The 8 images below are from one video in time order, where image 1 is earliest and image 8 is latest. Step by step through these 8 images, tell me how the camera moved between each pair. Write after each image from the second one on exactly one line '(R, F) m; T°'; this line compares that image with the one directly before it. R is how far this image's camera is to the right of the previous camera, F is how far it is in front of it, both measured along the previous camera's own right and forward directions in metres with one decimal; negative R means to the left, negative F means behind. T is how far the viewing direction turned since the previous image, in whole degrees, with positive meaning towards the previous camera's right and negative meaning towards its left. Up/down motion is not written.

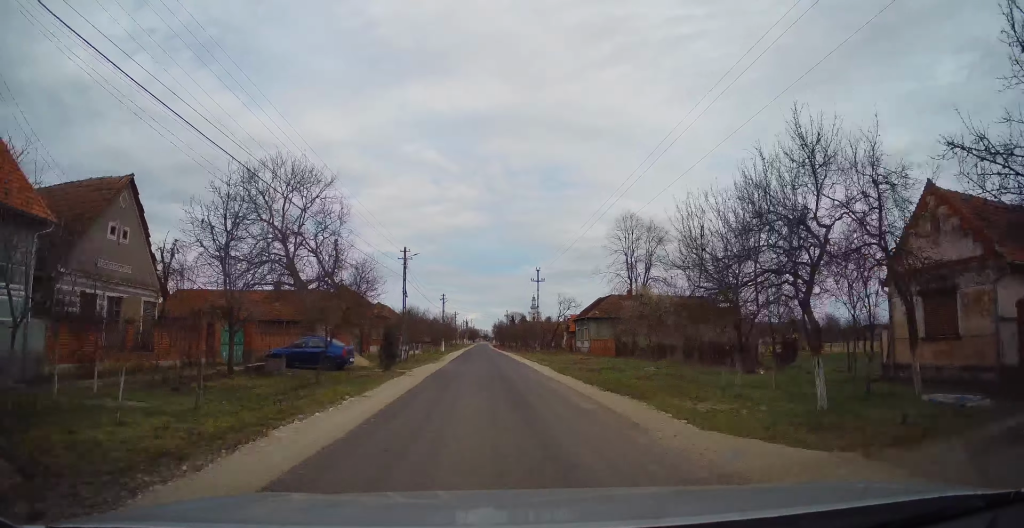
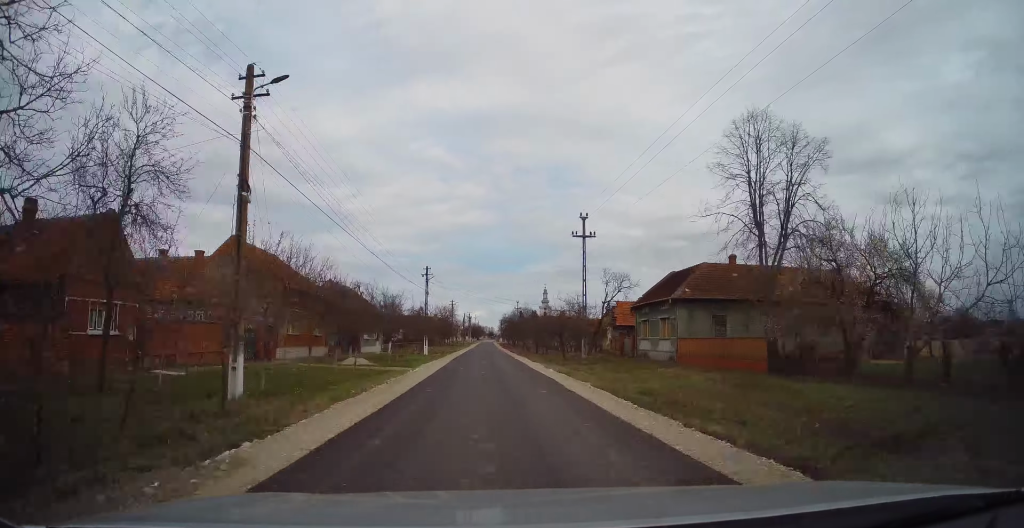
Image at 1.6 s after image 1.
(-0.1, +27.5) m; +1°
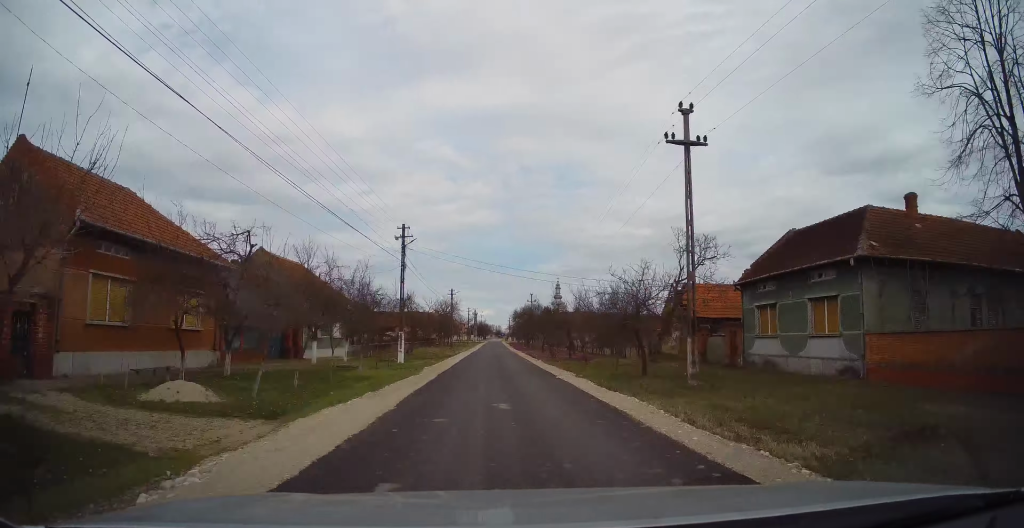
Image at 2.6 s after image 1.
(+0.3, +18.4) m; 0°
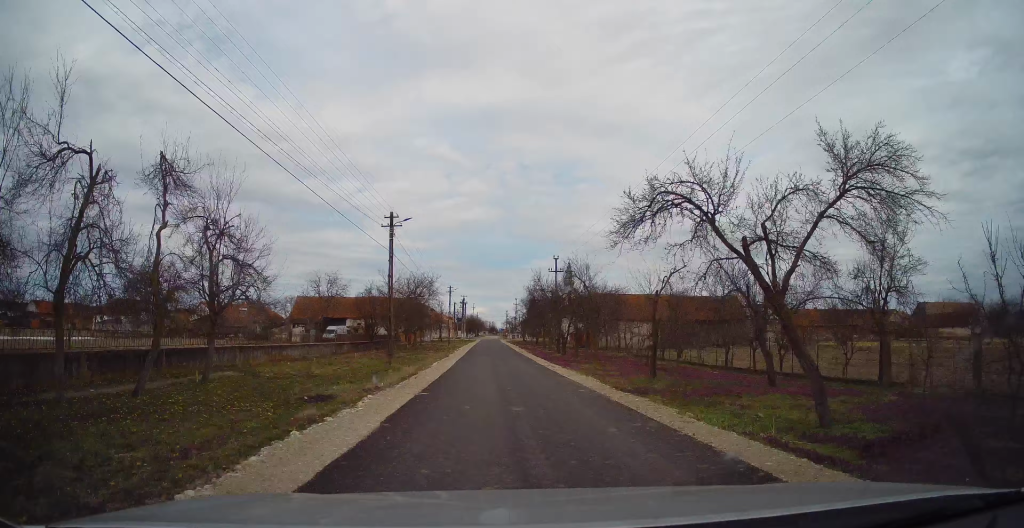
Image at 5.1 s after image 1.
(-0.6, +42.0) m; 0°
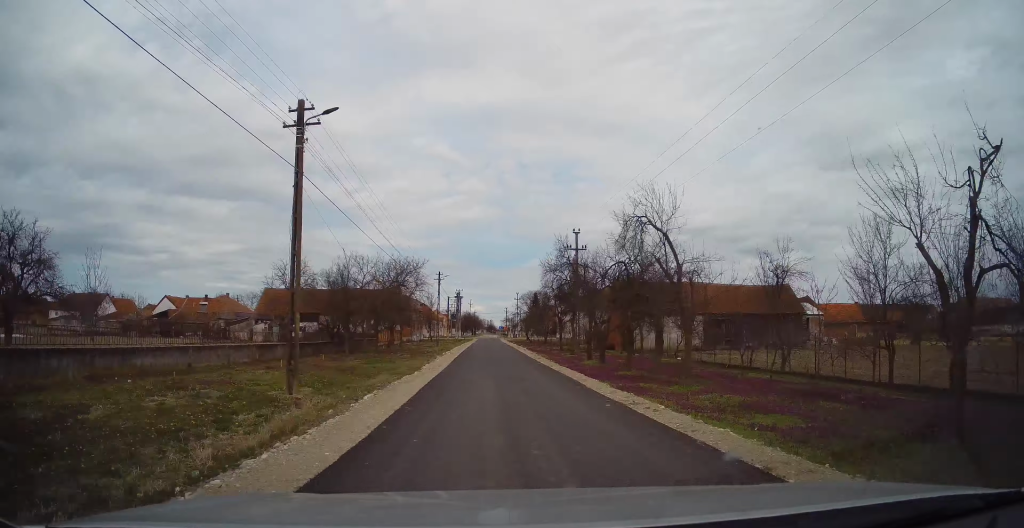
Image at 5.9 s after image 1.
(0.0, +14.1) m; 0°
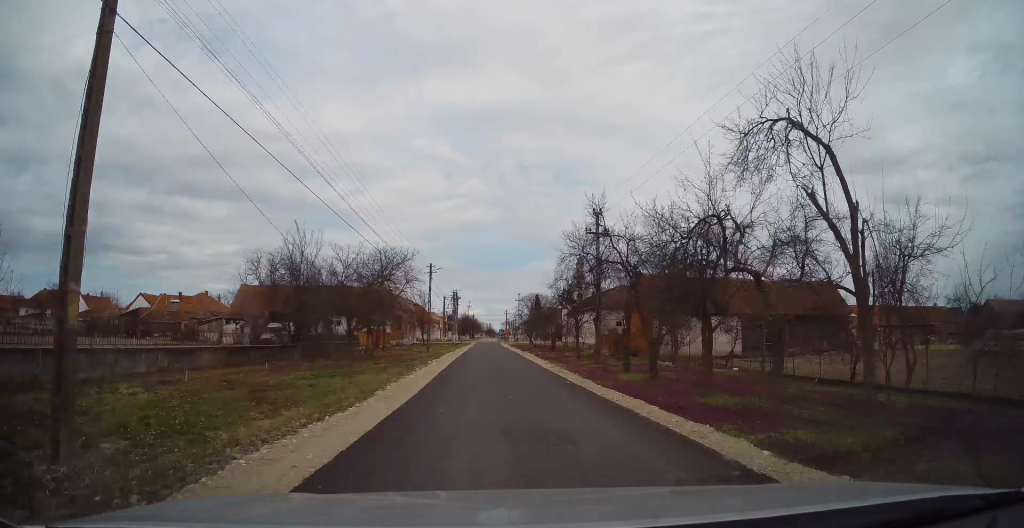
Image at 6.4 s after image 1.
(0.0, +8.4) m; 0°
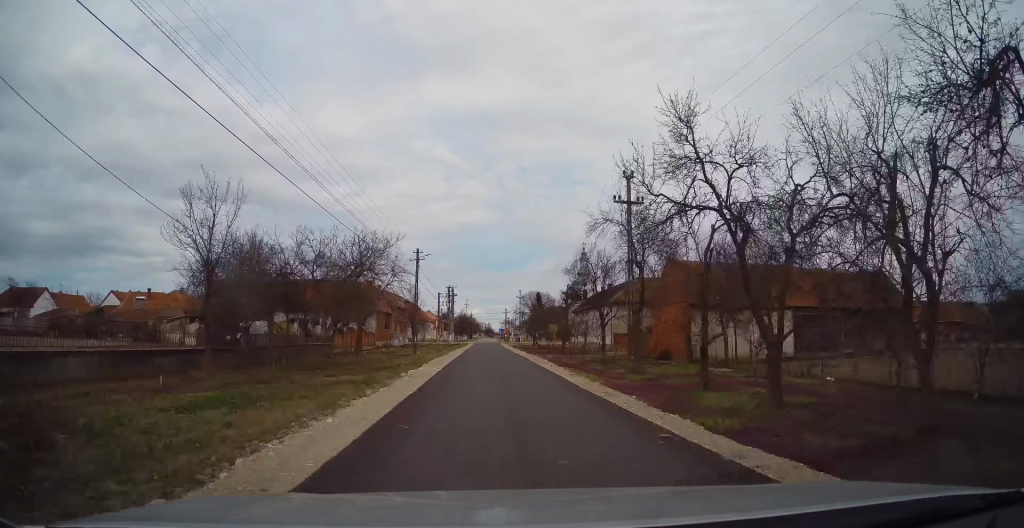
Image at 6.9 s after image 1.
(0.0, +8.4) m; 0°
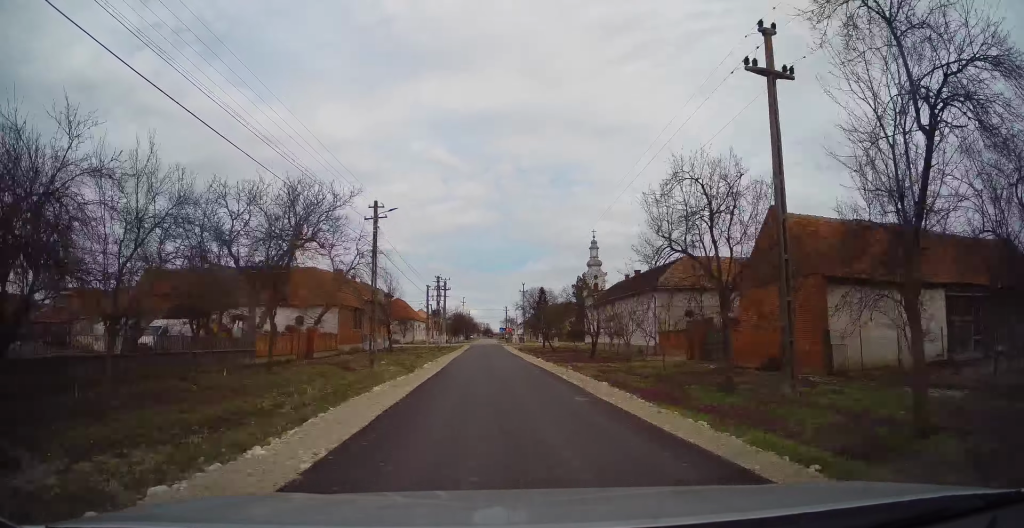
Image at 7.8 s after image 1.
(0.0, +14.9) m; 0°
